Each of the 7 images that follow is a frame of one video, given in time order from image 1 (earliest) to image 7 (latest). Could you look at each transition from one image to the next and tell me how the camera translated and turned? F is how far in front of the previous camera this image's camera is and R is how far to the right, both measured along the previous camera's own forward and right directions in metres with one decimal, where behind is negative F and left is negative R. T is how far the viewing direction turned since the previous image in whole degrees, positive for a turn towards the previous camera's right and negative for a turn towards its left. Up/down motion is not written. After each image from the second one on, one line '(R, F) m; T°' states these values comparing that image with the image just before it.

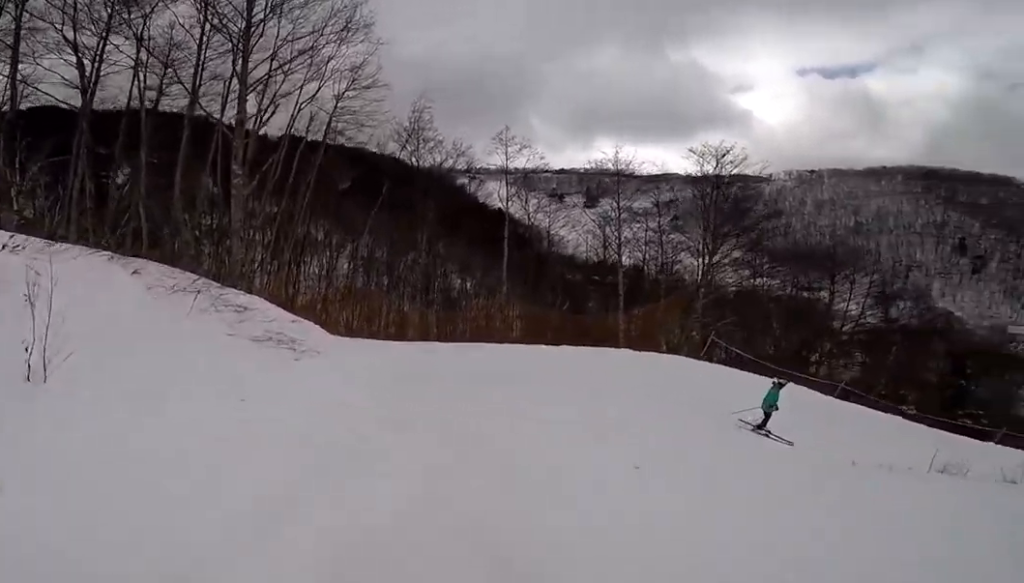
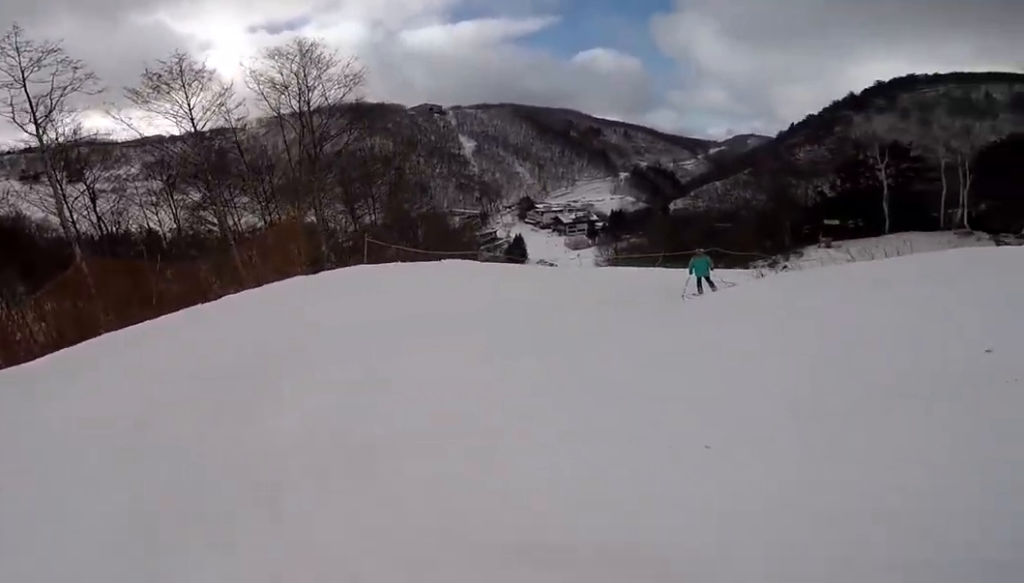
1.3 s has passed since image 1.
(+1.1, +6.3) m; +35°
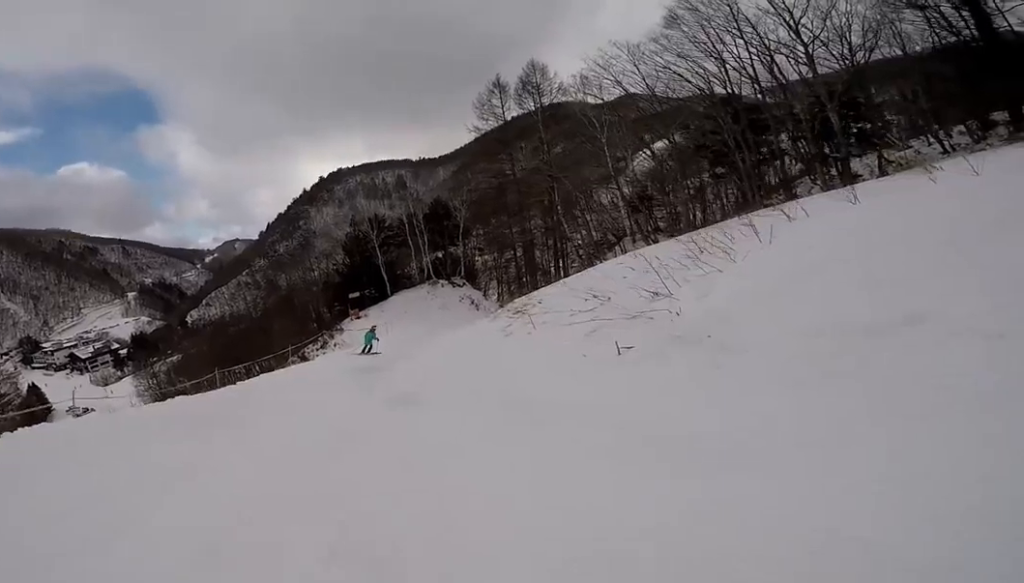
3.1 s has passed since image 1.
(+4.6, +4.1) m; +79°
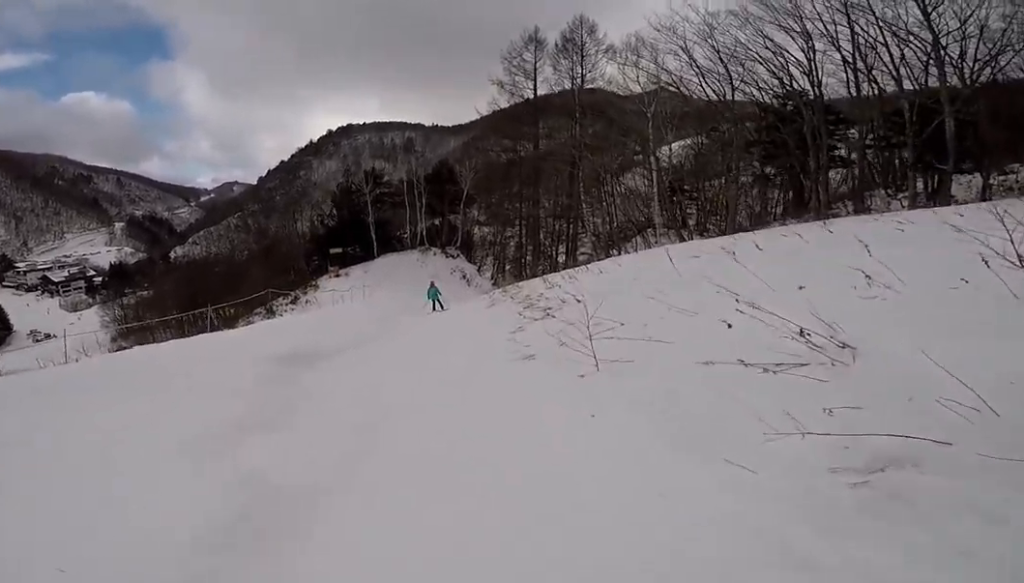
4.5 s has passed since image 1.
(+0.8, +6.1) m; +9°
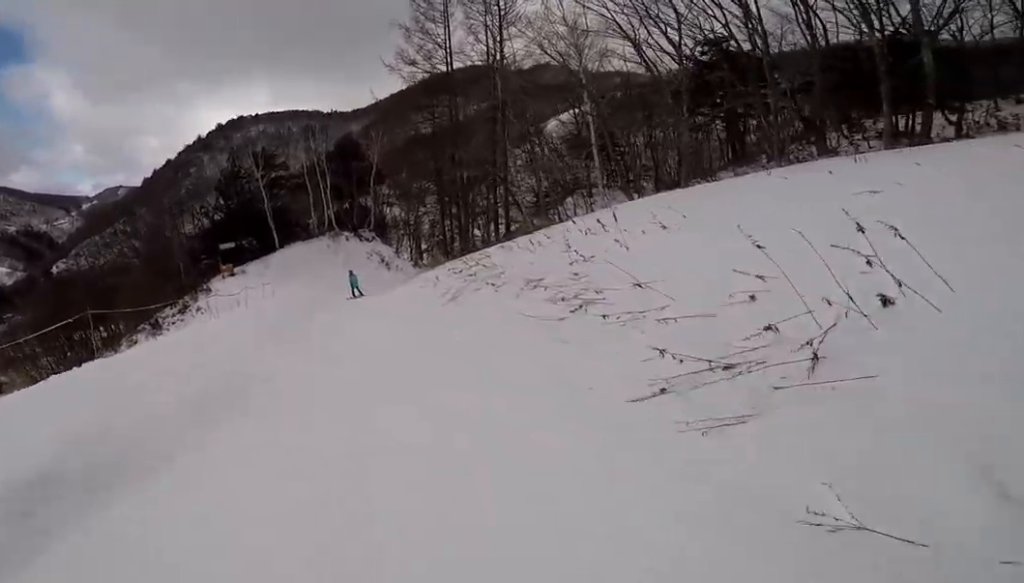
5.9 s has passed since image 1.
(0.0, +6.5) m; -8°
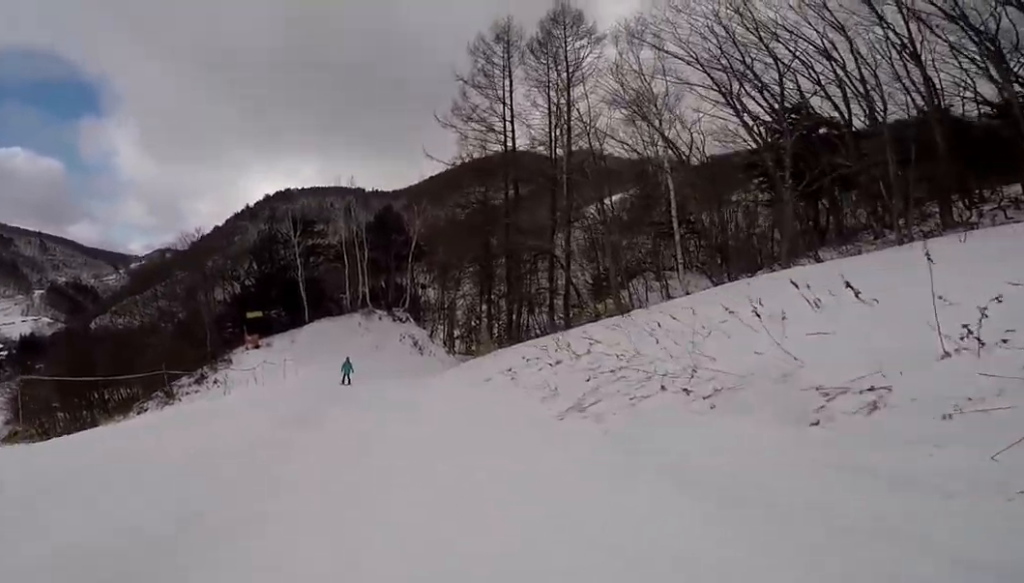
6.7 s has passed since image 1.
(-0.5, +4.3) m; +9°
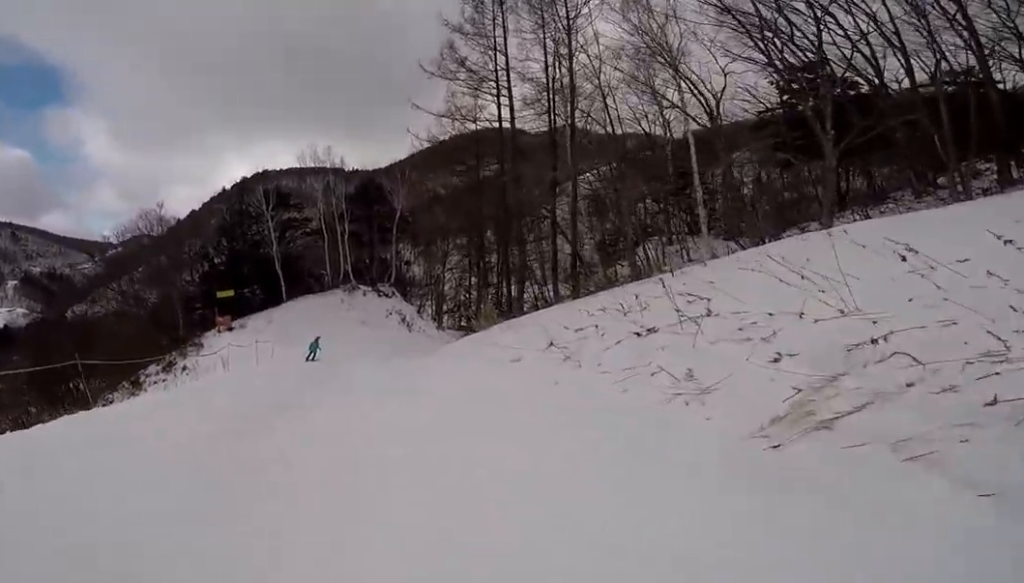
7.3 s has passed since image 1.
(+0.4, +3.1) m; +2°
